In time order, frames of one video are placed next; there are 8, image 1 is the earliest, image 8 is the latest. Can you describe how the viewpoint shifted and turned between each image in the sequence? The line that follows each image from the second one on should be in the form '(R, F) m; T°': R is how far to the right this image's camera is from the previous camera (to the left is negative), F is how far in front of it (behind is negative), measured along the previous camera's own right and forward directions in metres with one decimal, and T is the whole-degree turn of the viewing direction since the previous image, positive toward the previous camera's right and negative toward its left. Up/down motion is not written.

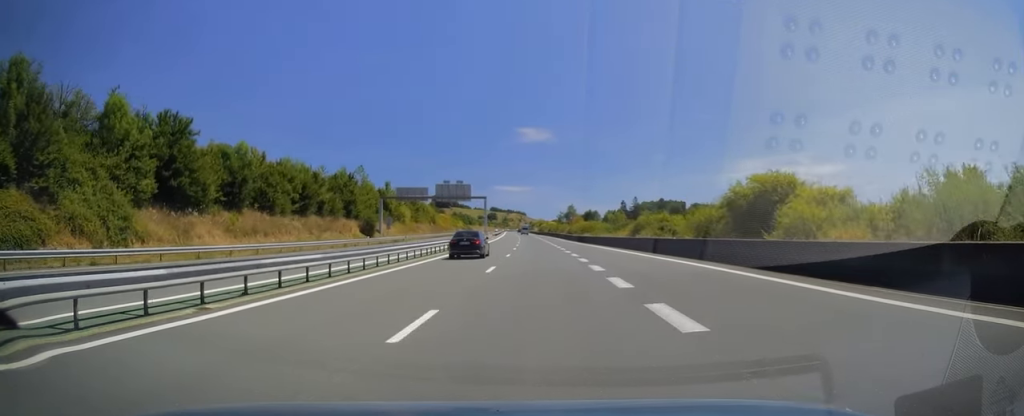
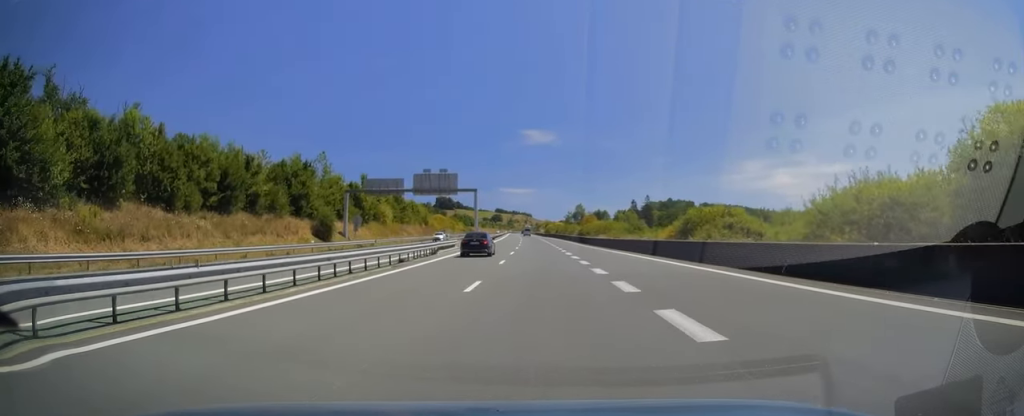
(+0.3, +19.1) m; -1°
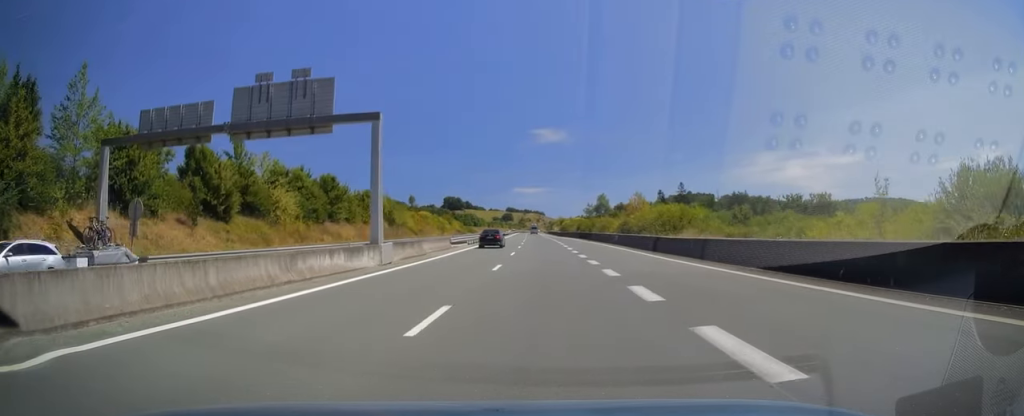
(-1.3, +45.5) m; -2°
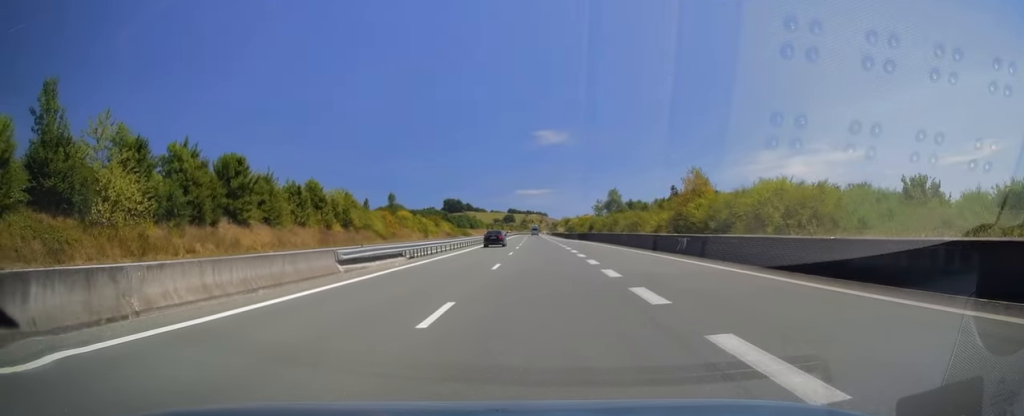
(0.0, +25.4) m; 0°
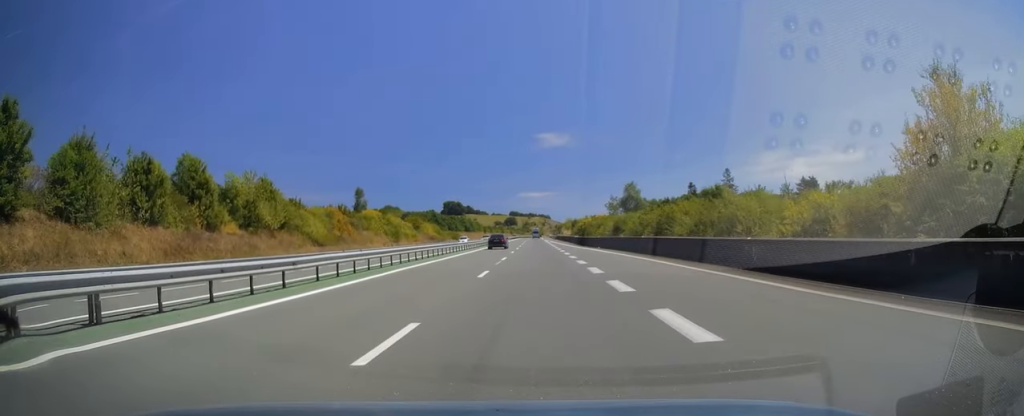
(0.0, +28.3) m; 0°
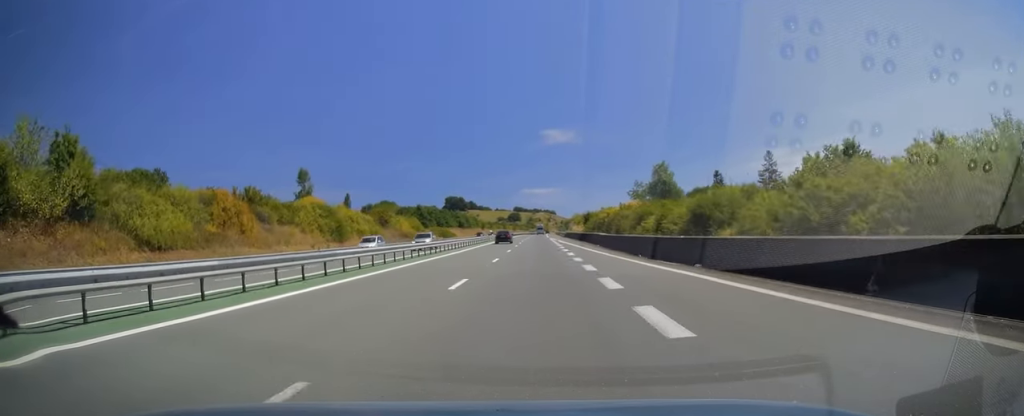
(0.0, +30.8) m; 0°
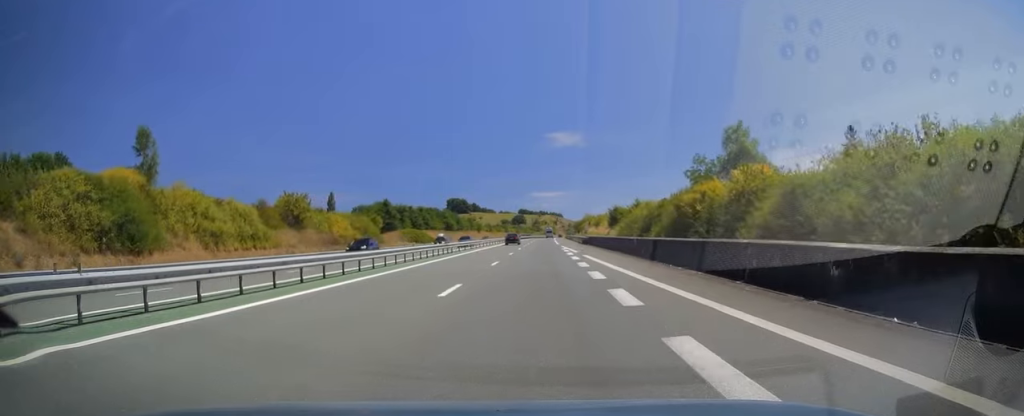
(-0.6, +40.0) m; -1°
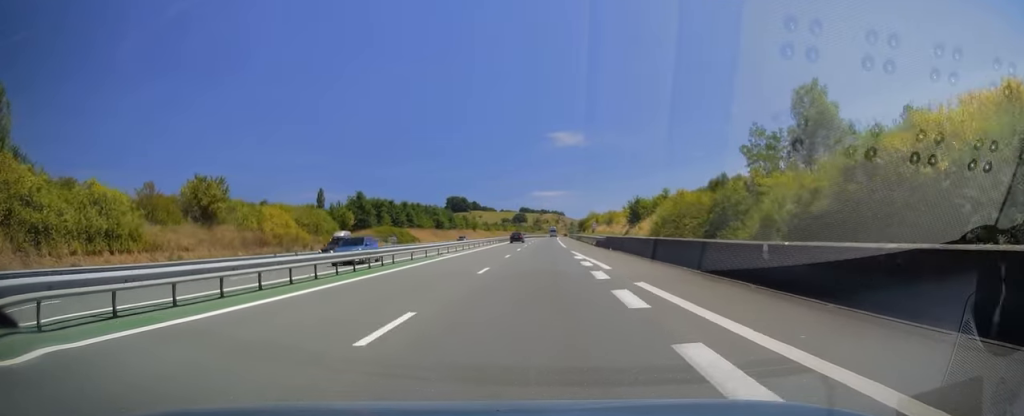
(0.0, +19.0) m; 0°
